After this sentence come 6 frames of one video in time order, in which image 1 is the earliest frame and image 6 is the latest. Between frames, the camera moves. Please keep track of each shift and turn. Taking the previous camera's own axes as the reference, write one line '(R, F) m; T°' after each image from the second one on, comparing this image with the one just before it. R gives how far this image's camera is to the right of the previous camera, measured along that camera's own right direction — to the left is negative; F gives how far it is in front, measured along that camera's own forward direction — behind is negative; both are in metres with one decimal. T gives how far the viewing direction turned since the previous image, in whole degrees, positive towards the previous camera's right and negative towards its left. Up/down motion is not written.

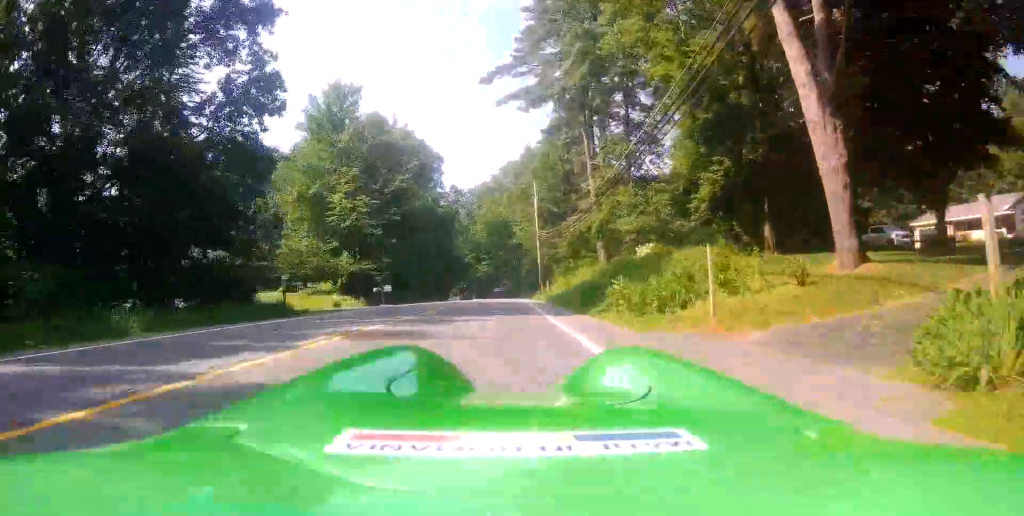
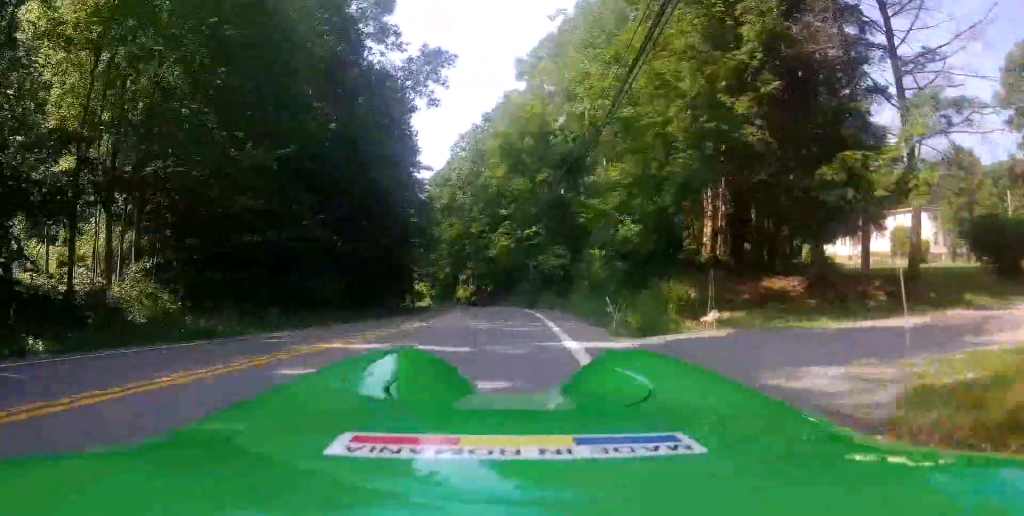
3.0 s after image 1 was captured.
(-0.5, +63.2) m; -2°
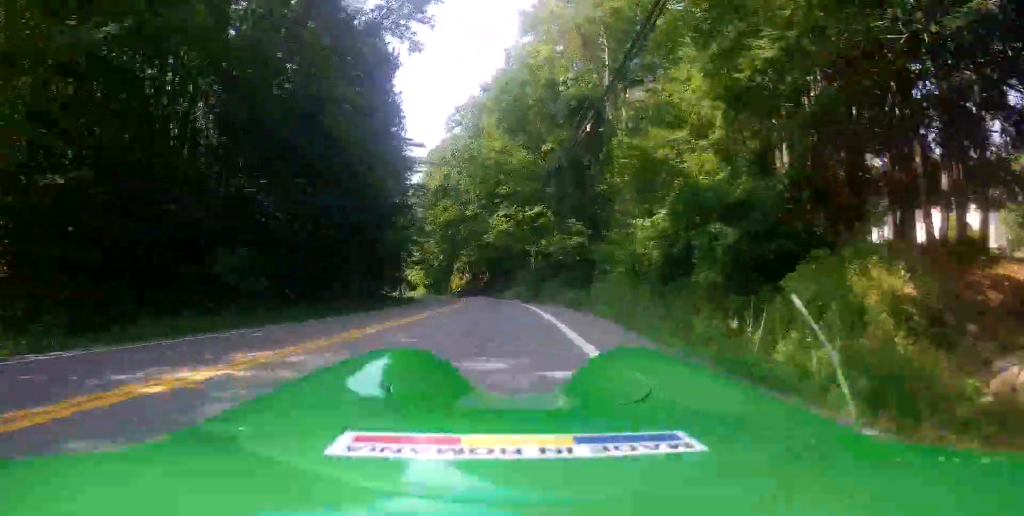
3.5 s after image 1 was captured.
(+0.2, +10.6) m; -1°
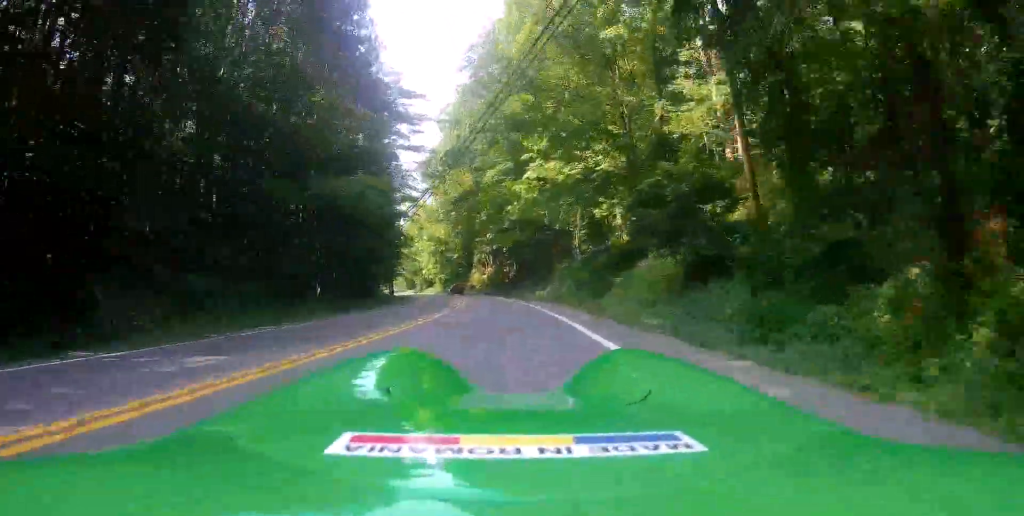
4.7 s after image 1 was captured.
(-1.2, +25.7) m; -4°
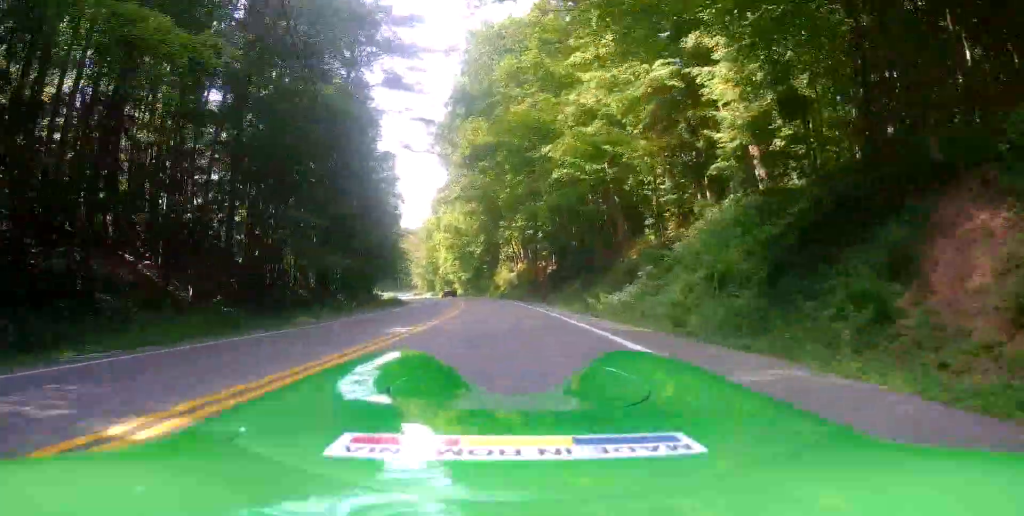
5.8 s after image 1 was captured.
(-0.6, +23.4) m; -4°
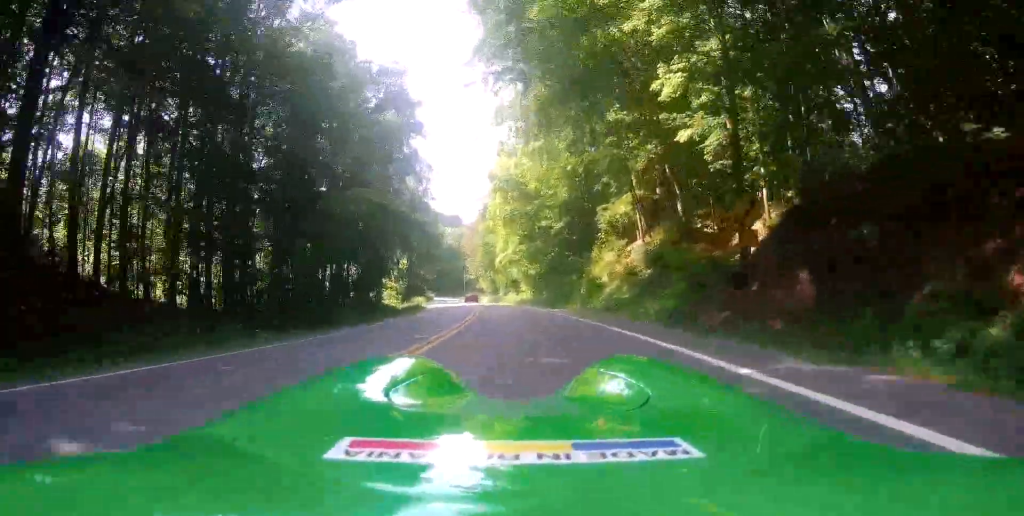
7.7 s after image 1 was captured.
(-2.8, +42.2) m; -6°
